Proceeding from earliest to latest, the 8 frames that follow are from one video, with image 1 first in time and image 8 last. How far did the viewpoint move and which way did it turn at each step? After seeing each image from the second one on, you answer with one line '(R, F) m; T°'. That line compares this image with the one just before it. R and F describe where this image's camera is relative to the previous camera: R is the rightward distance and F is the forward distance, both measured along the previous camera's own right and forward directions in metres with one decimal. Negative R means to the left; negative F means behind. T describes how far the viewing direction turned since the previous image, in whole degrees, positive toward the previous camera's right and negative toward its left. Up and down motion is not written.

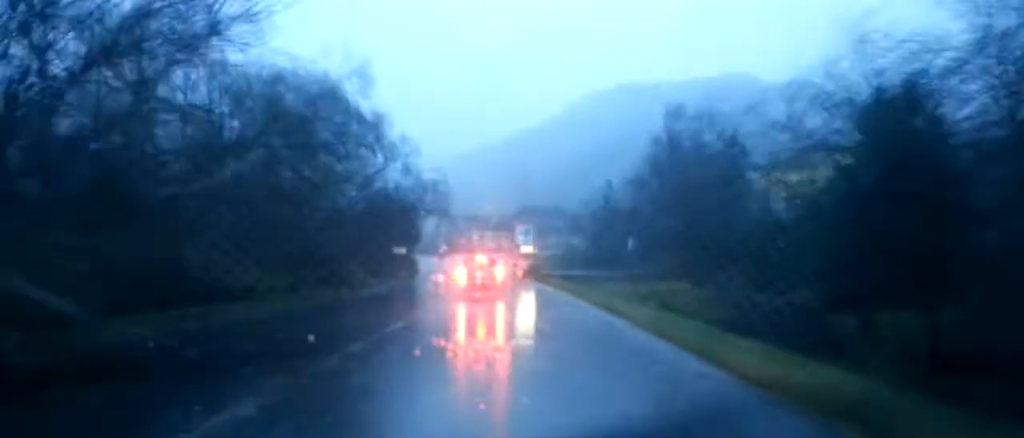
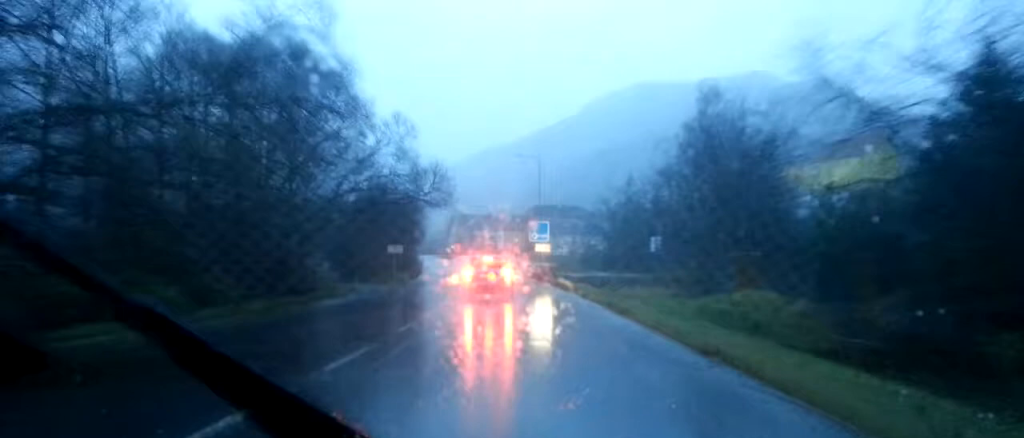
(+0.2, +8.8) m; 0°
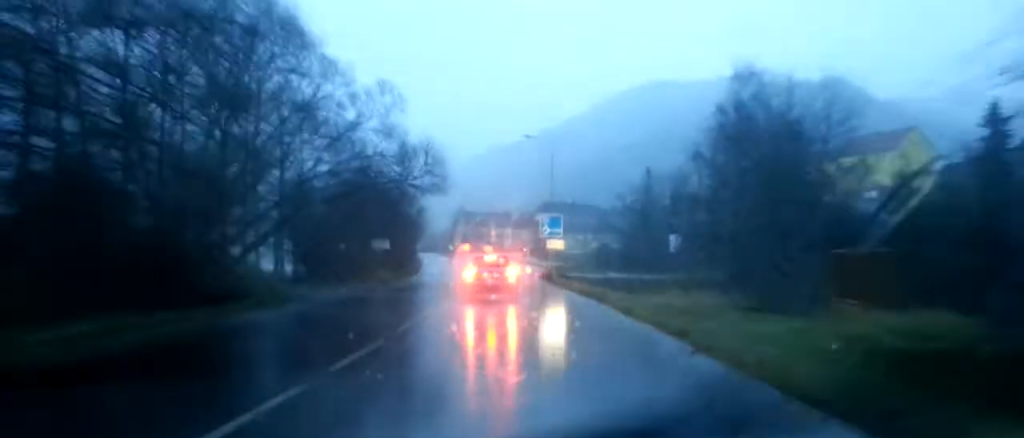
(-0.3, +8.3) m; -2°
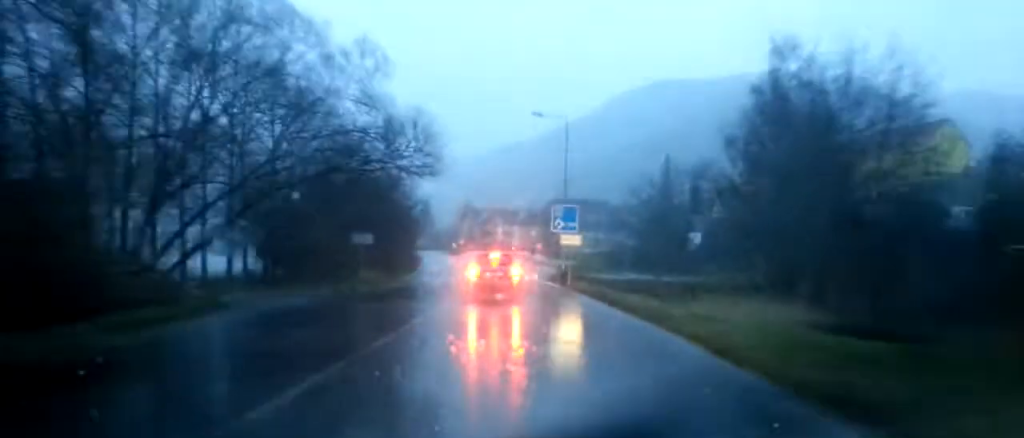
(-0.1, +7.1) m; -2°
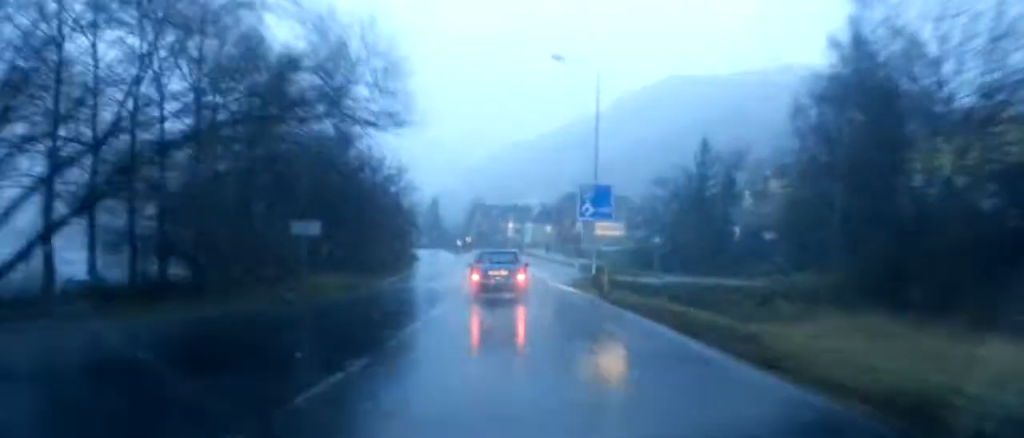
(-0.1, +11.7) m; -3°
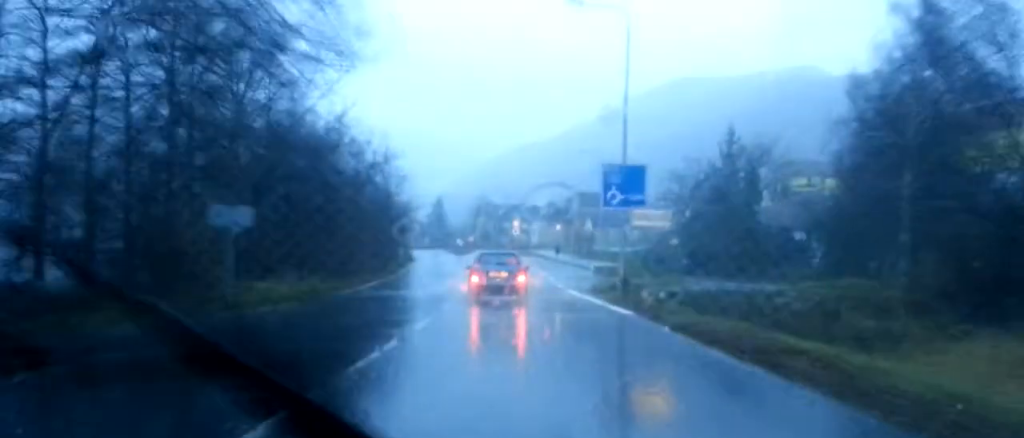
(-0.4, +7.0) m; -1°
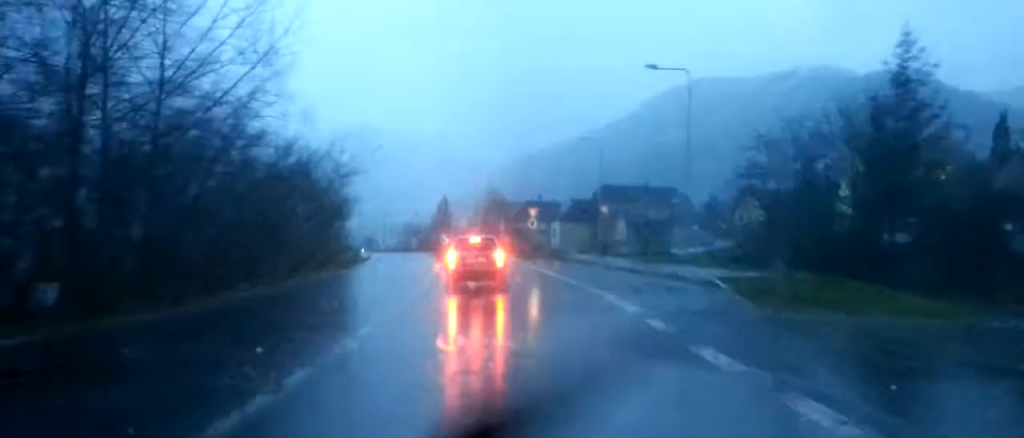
(+0.5, +28.4) m; +1°
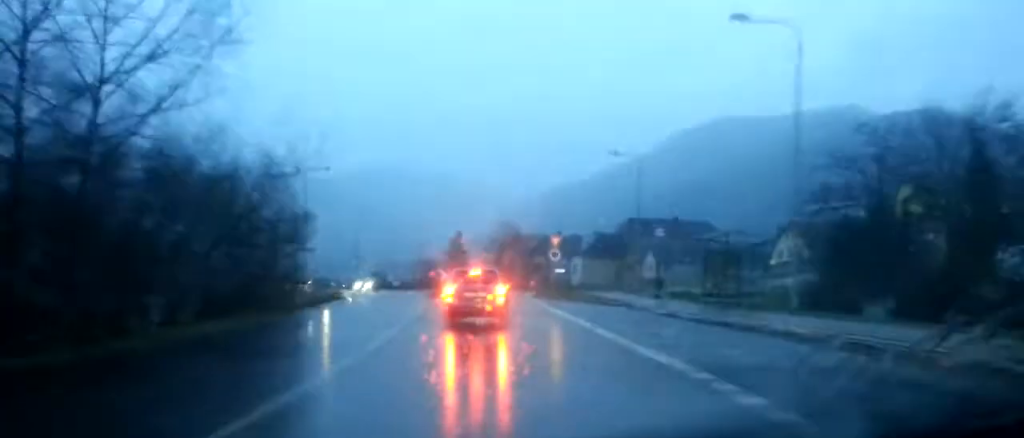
(0.0, +11.6) m; -1°
